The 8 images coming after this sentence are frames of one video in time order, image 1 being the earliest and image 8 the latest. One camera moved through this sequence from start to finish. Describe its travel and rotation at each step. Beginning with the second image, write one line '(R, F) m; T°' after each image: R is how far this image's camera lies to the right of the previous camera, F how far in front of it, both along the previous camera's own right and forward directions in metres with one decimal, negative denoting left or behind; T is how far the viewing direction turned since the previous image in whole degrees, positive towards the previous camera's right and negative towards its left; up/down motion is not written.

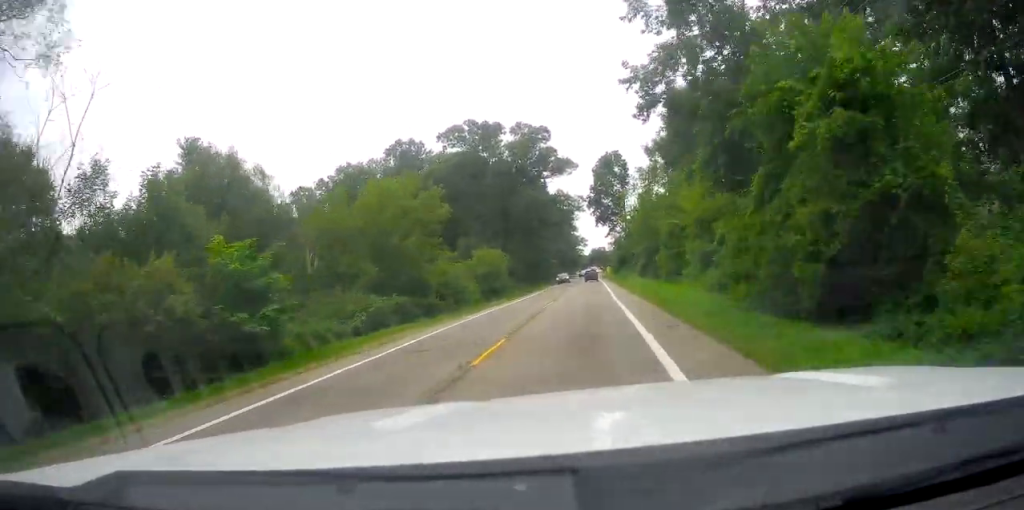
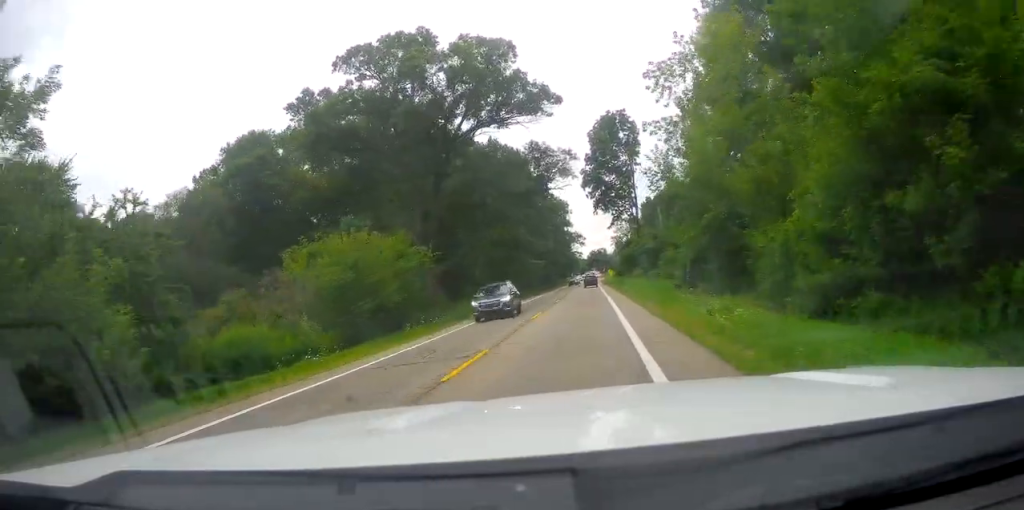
(+0.7, +31.5) m; +1°
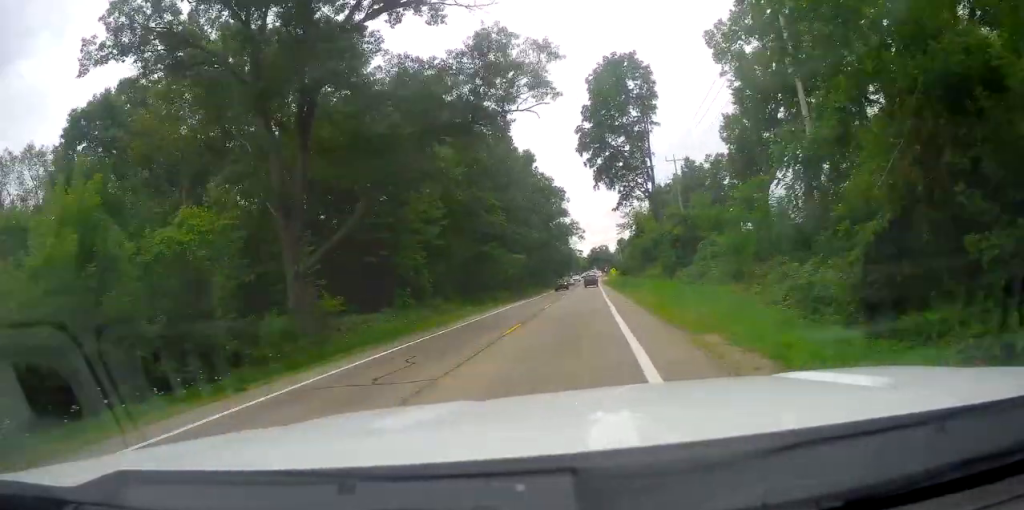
(0.0, +22.2) m; -1°
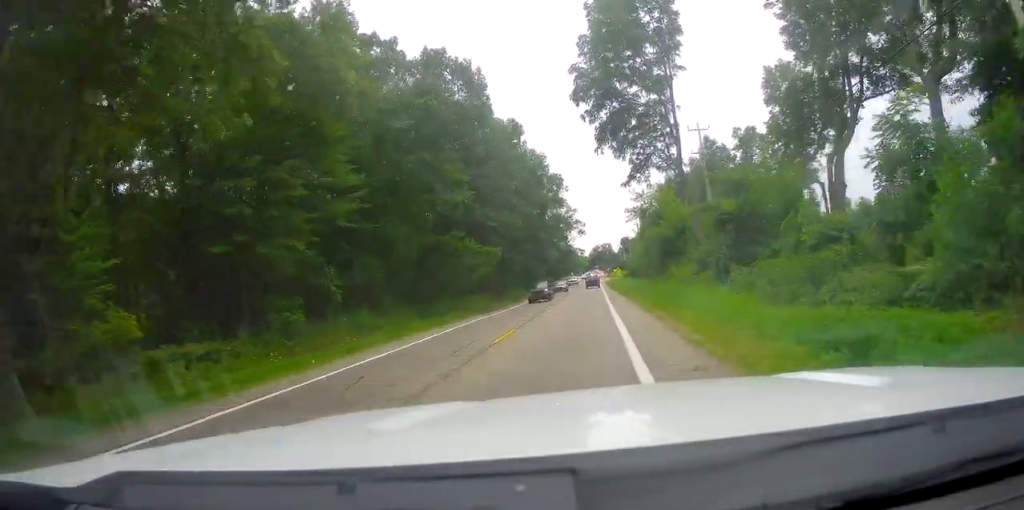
(0.0, +17.0) m; -1°
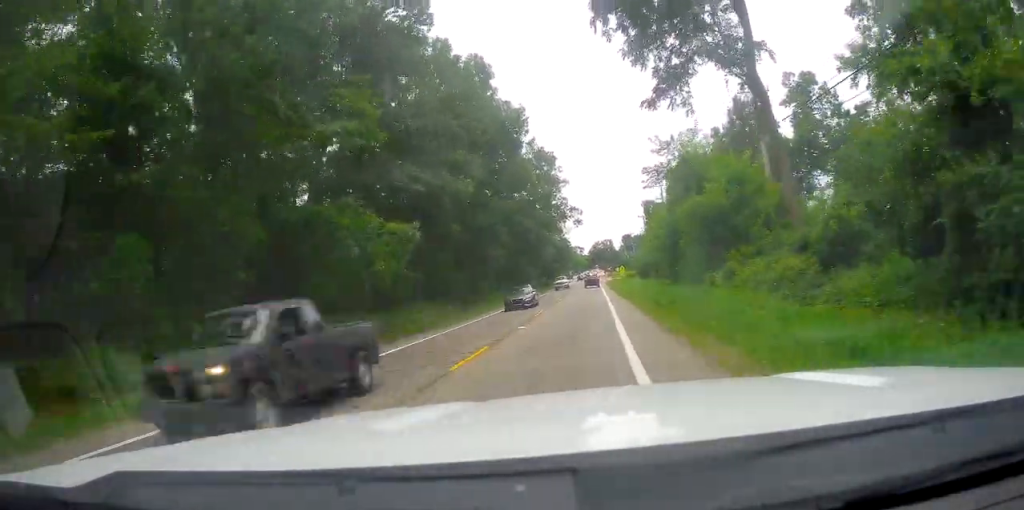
(-0.5, +20.7) m; 0°
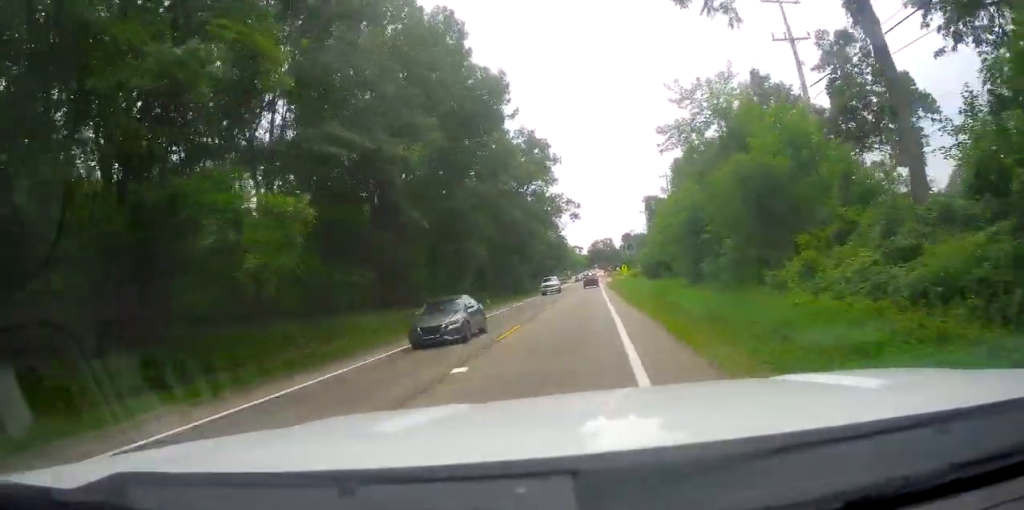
(+0.1, +9.6) m; +1°
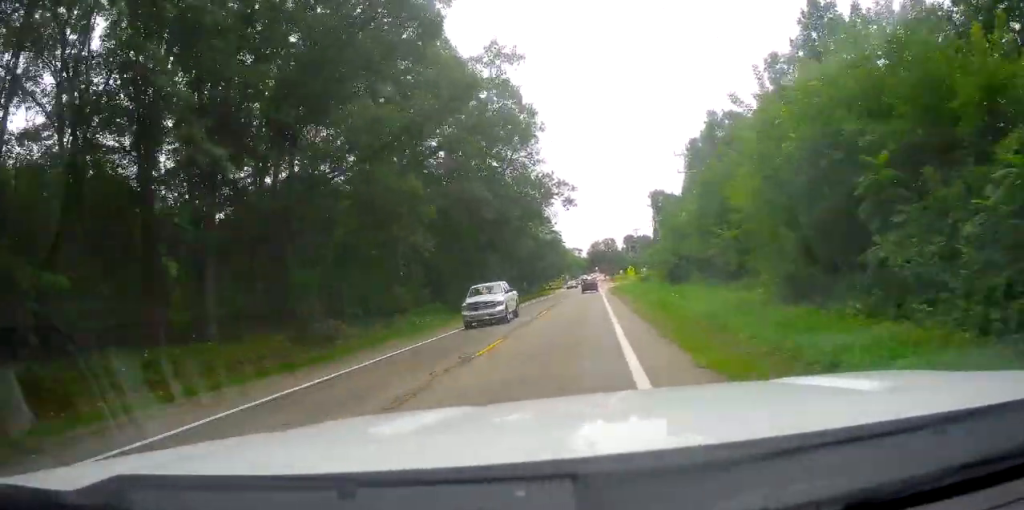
(+0.3, +19.2) m; 0°
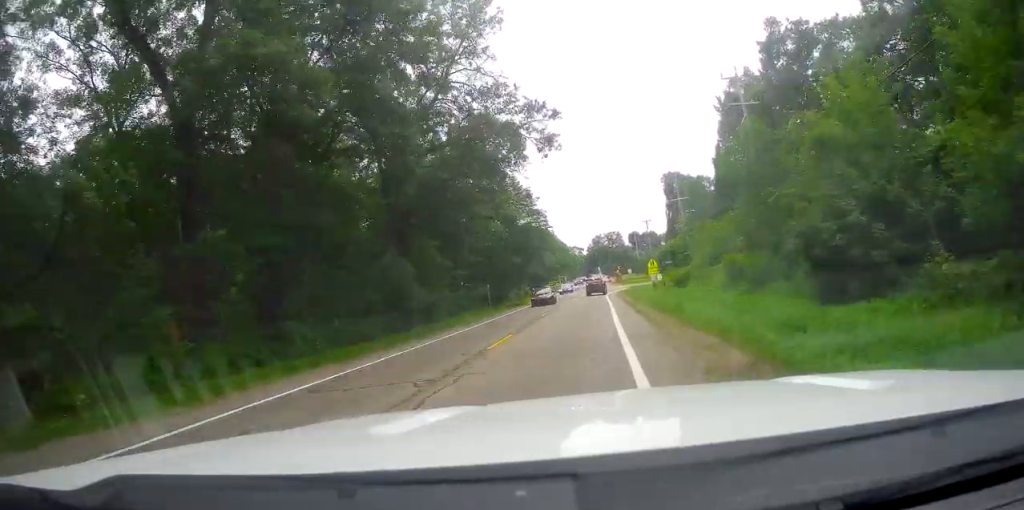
(-0.6, +30.2) m; -1°
